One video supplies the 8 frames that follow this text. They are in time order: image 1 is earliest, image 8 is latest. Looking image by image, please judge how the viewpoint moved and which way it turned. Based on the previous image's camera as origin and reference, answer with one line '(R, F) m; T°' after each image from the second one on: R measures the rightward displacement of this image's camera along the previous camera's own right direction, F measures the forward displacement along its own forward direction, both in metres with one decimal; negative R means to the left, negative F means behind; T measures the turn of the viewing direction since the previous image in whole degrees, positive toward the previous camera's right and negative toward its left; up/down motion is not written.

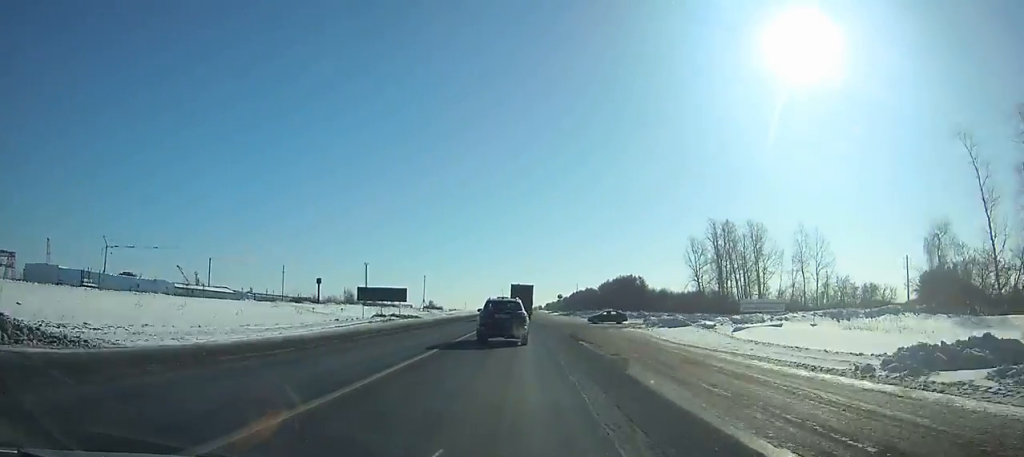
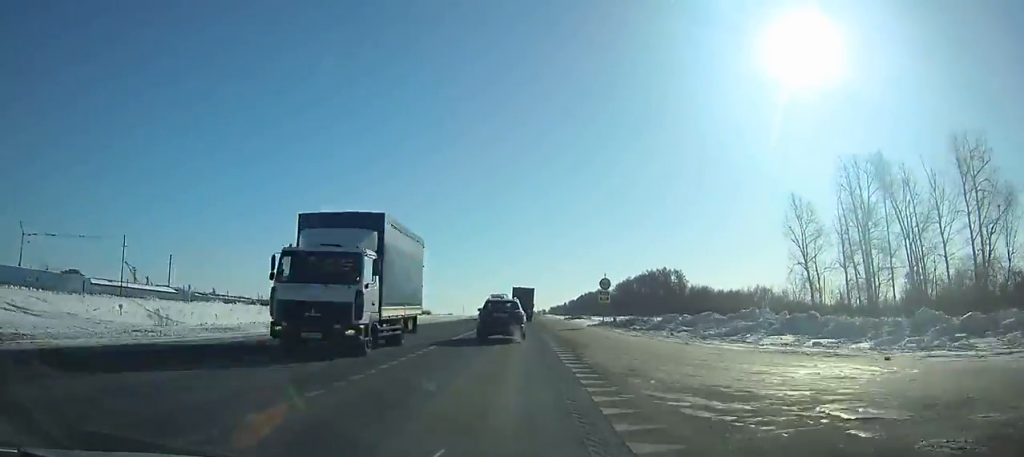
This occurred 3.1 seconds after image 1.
(0.0, +59.0) m; 0°
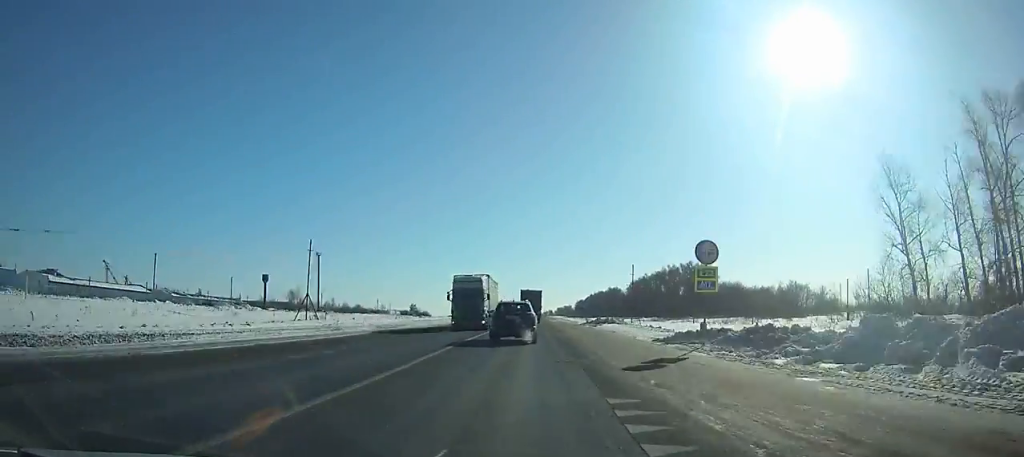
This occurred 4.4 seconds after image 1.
(0.0, +24.8) m; 0°
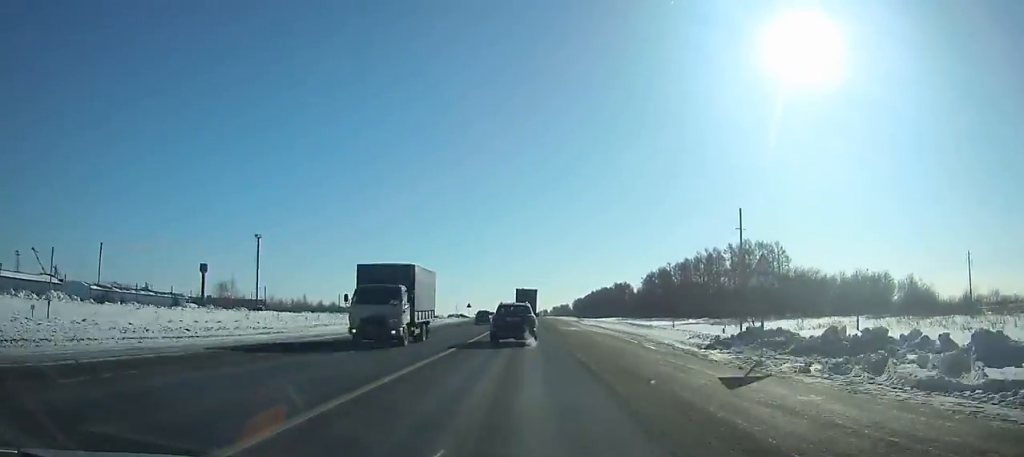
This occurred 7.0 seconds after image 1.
(-0.3, +50.1) m; 0°
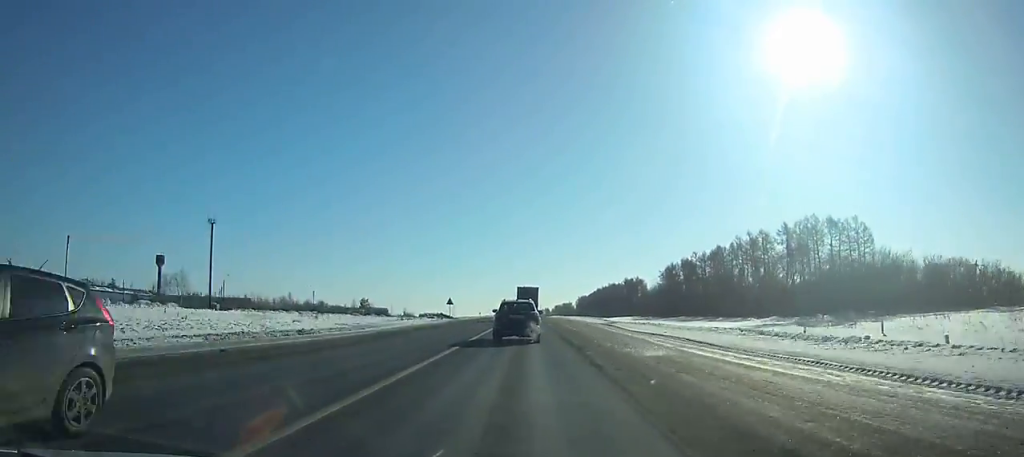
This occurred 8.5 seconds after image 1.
(+0.1, +29.2) m; 0°
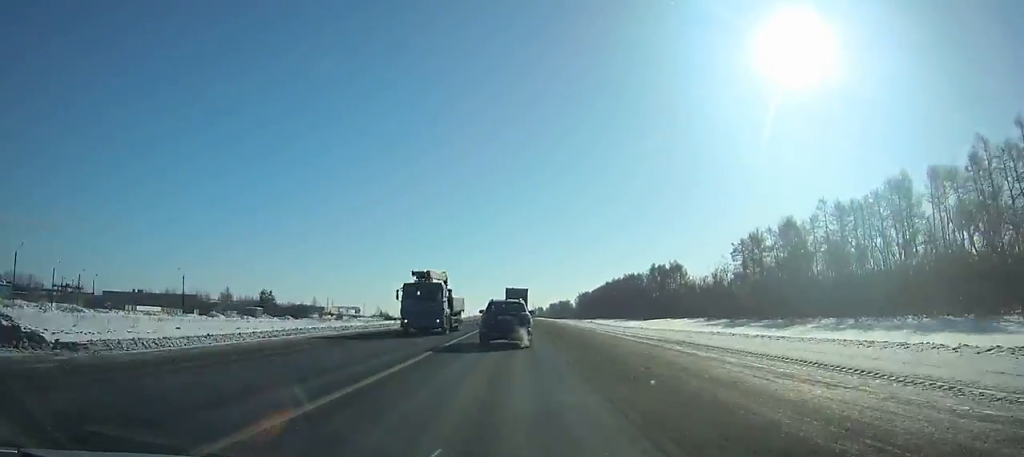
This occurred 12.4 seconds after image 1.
(+0.3, +76.5) m; 0°
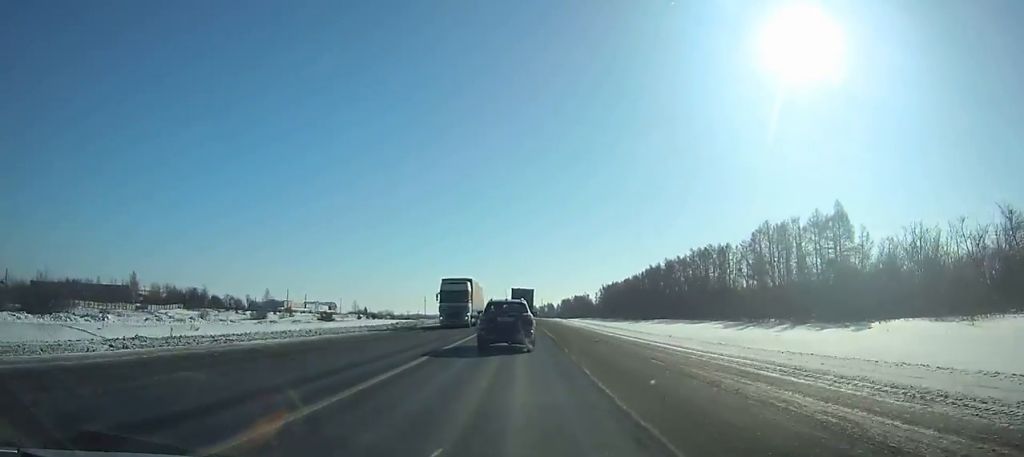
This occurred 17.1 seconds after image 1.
(-0.3, +92.2) m; 0°
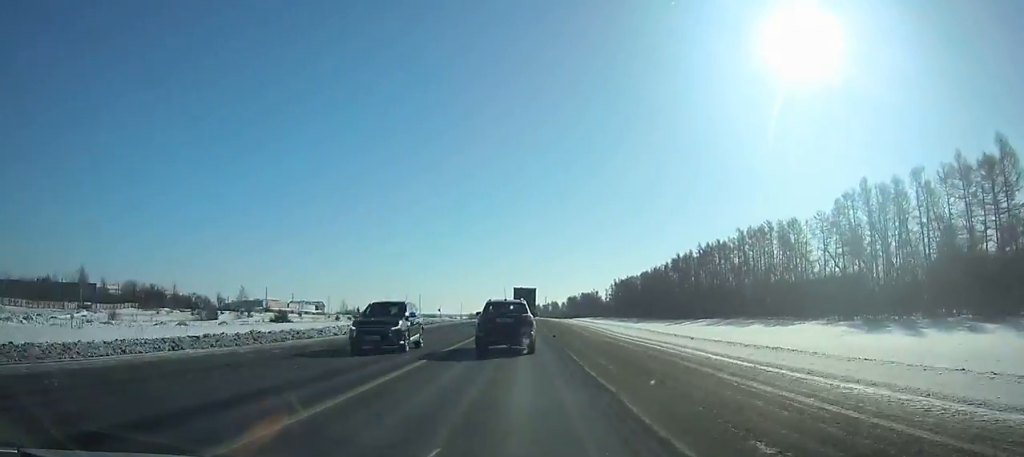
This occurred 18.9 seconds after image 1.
(0.0, +35.0) m; 0°
